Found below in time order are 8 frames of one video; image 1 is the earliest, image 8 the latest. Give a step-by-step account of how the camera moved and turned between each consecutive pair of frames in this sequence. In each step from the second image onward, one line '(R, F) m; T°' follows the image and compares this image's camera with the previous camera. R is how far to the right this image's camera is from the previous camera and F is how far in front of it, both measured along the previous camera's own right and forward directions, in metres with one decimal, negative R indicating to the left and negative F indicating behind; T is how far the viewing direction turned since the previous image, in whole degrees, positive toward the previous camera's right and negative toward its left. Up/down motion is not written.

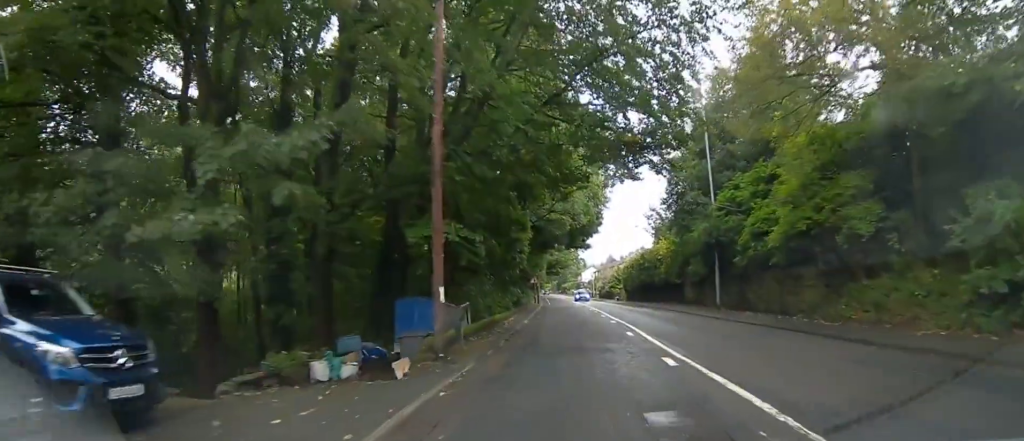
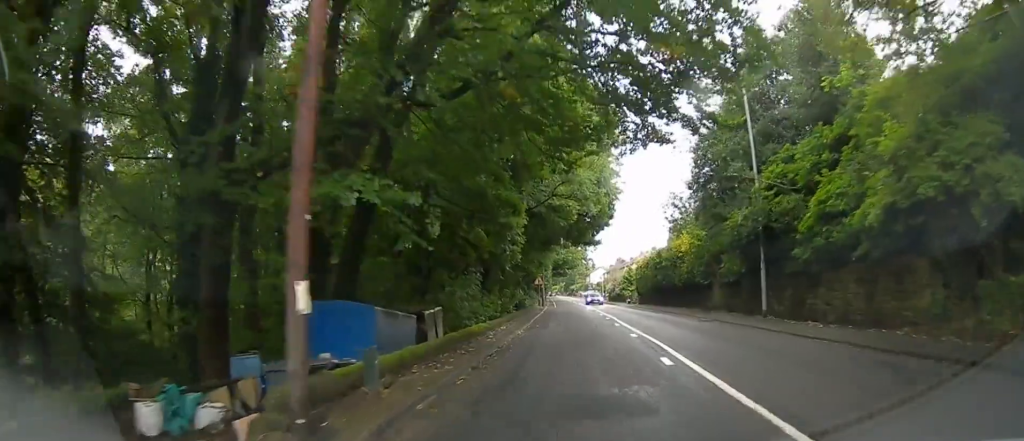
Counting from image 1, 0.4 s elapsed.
(0.0, +5.7) m; -1°
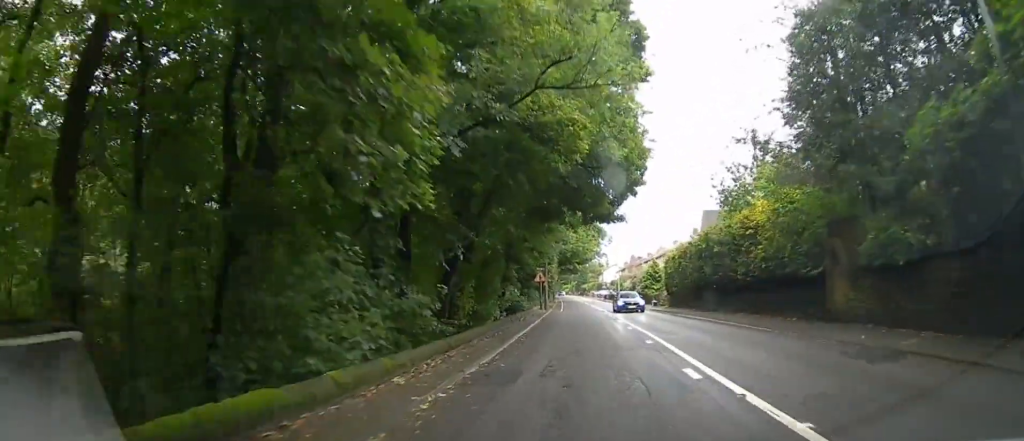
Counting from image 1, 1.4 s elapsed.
(-0.4, +12.7) m; -3°
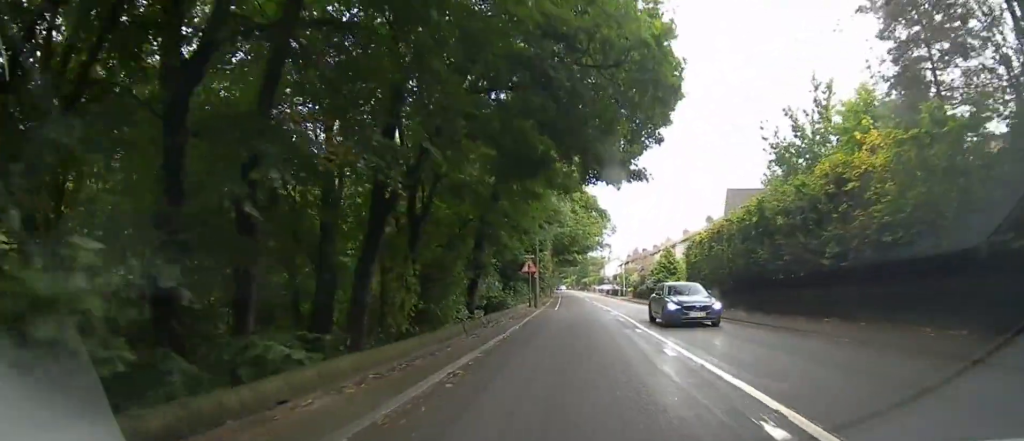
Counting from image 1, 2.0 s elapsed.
(-0.2, +9.5) m; -1°
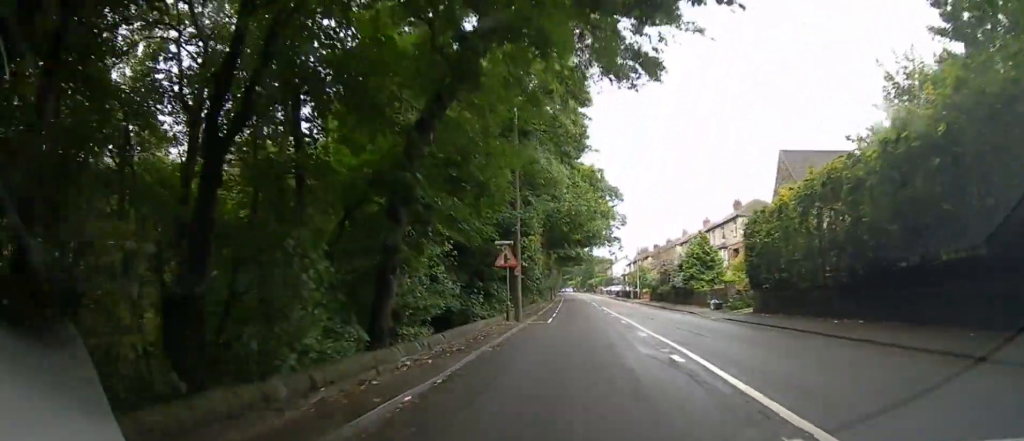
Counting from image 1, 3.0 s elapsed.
(-0.2, +12.3) m; -1°
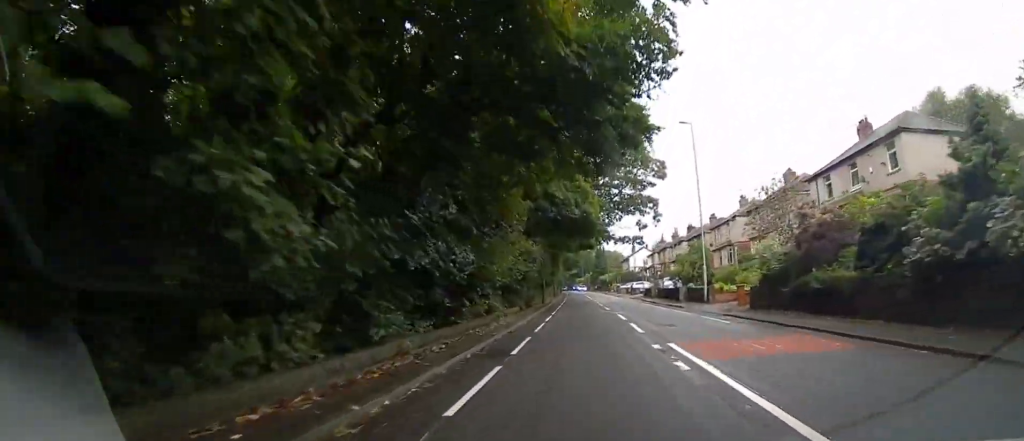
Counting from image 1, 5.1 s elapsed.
(-0.7, +28.0) m; -2°
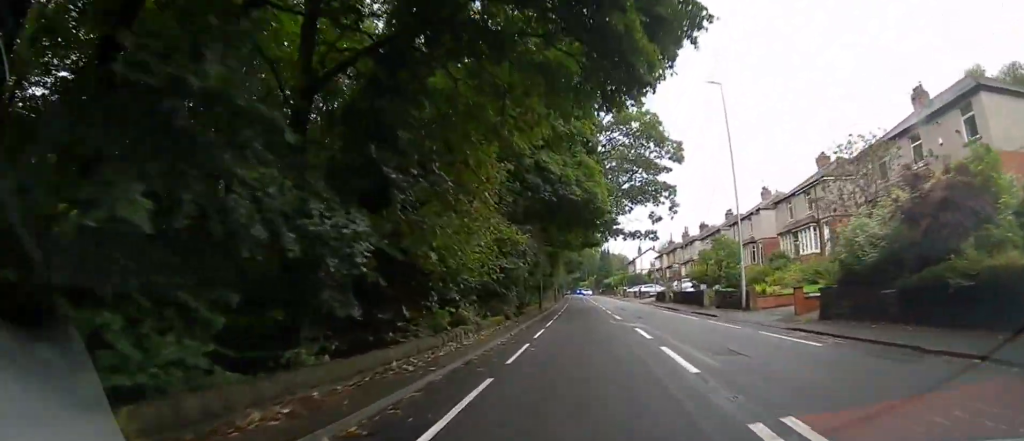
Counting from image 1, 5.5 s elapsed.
(-0.1, +6.9) m; 0°
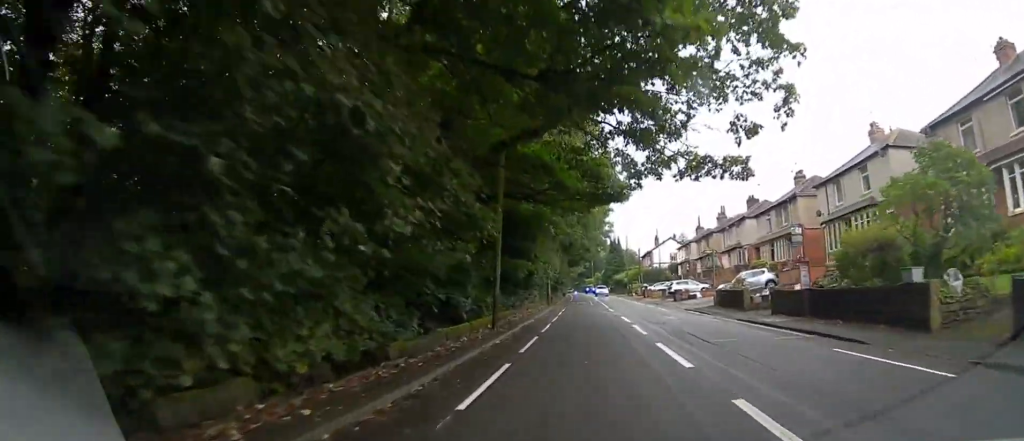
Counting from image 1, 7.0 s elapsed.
(0.0, +23.0) m; 0°
